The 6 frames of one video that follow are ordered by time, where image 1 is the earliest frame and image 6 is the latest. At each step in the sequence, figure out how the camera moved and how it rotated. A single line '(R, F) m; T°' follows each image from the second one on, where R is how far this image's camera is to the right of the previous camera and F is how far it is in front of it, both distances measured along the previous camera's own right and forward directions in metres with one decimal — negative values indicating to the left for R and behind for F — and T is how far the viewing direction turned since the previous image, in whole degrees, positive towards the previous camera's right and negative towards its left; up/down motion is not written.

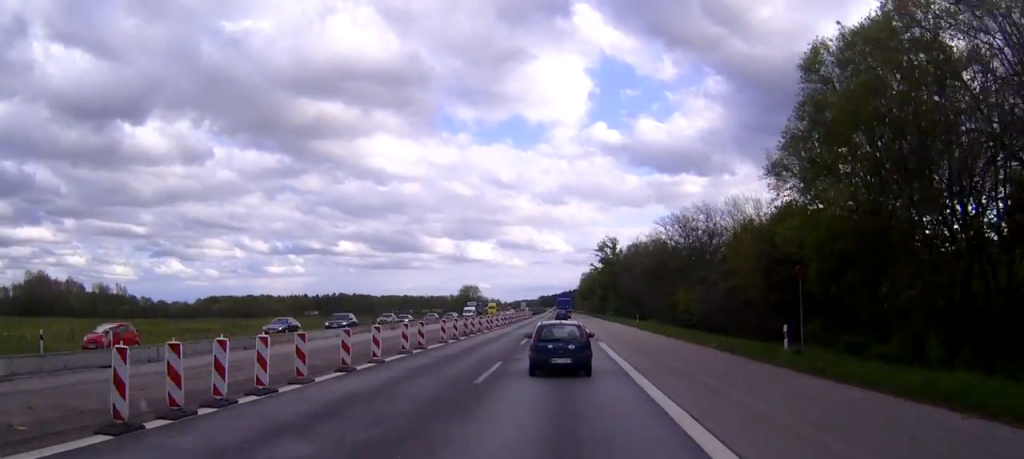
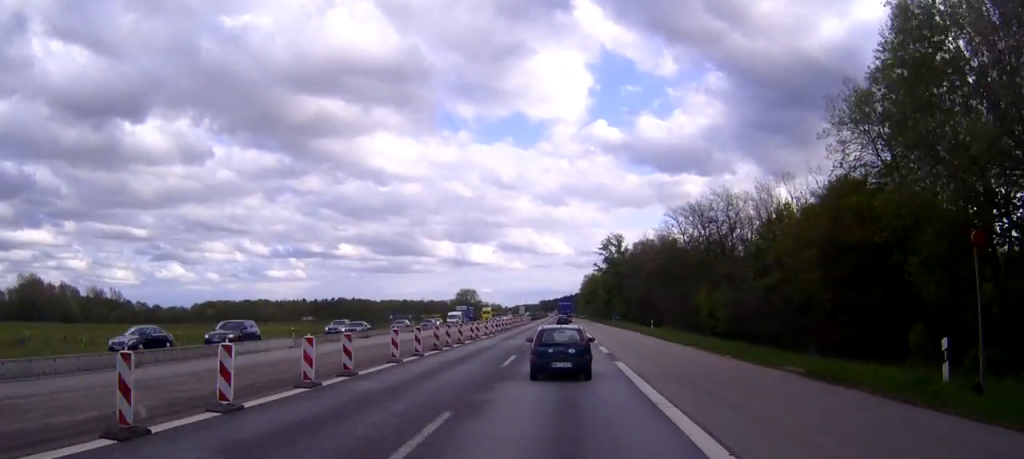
(0.0, +11.0) m; 0°
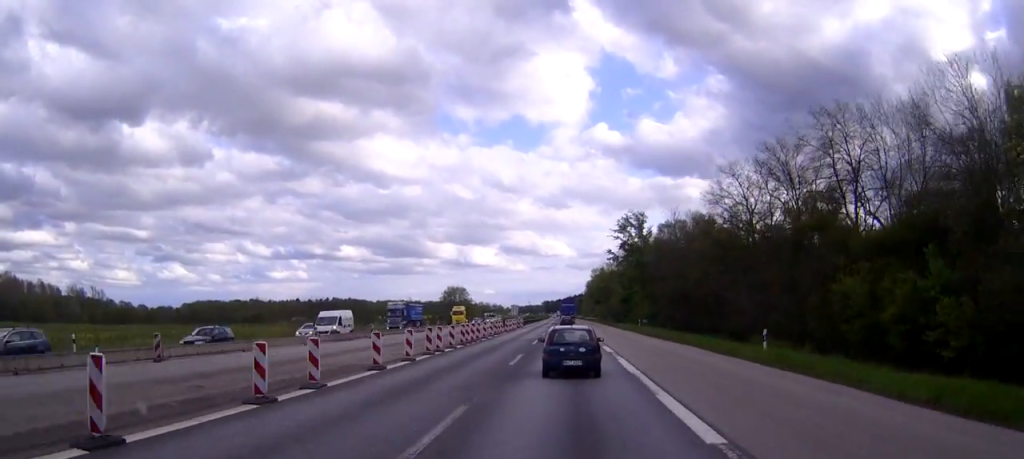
(-0.1, +34.5) m; 0°
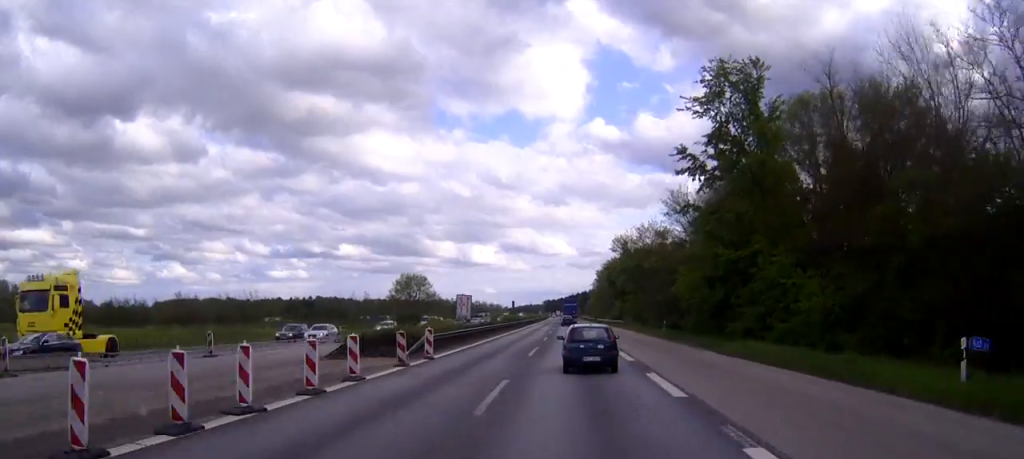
(-0.1, +66.3) m; 0°
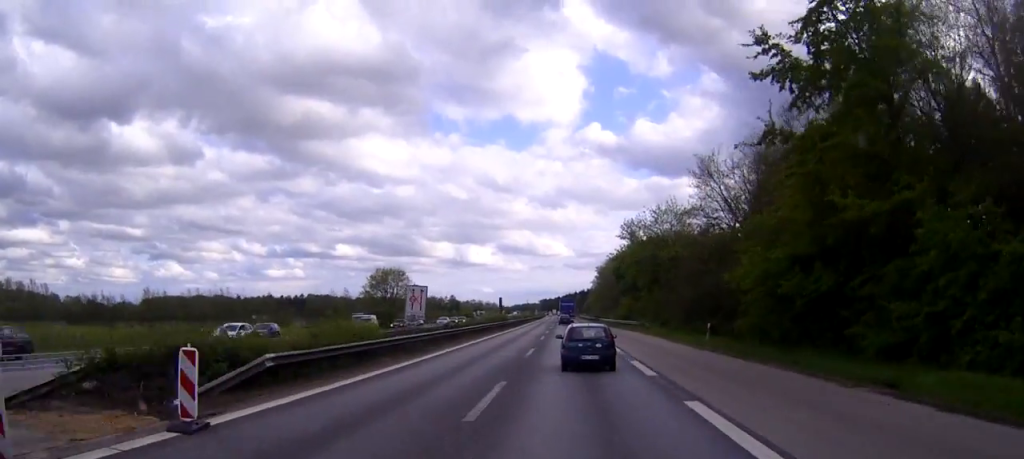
(+0.1, +19.0) m; 0°
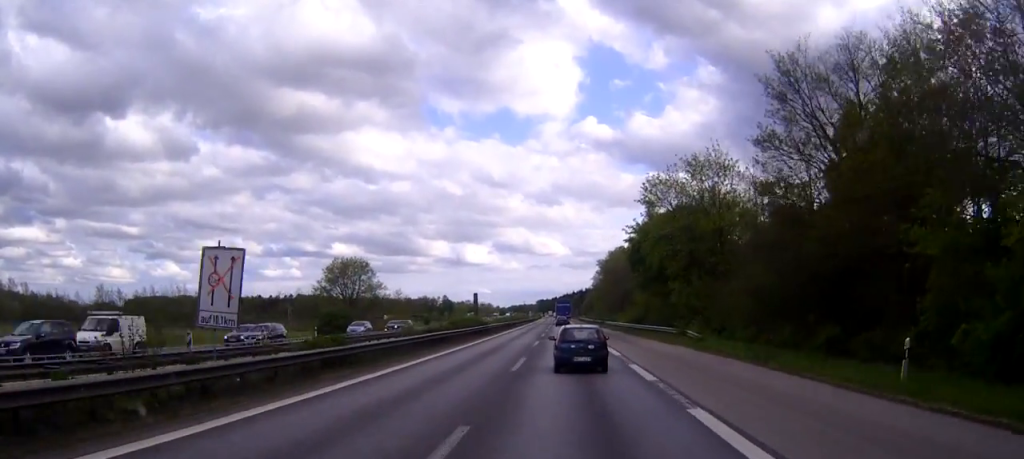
(0.0, +24.5) m; 0°
